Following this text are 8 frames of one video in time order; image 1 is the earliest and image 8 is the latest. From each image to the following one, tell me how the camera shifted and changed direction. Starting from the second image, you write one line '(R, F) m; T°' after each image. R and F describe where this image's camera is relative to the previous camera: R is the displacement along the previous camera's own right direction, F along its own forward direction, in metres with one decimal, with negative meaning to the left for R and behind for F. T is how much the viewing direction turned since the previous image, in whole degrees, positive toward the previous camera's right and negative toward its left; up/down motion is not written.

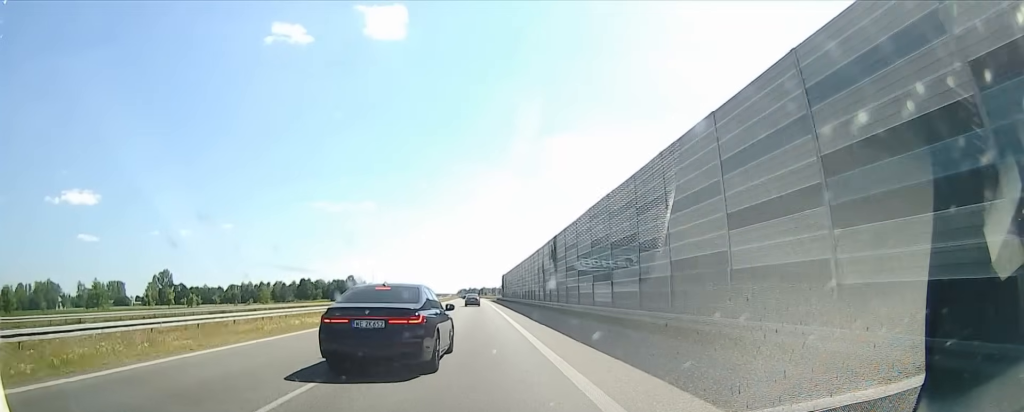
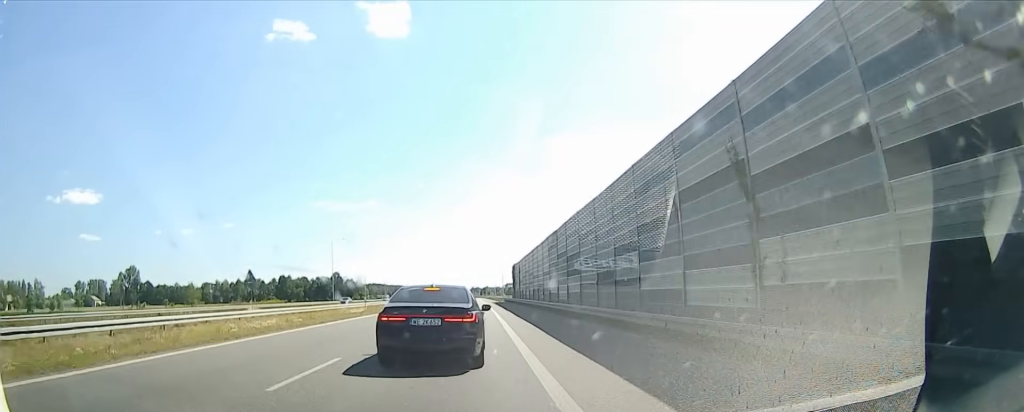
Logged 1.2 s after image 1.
(-0.4, +43.4) m; -3°
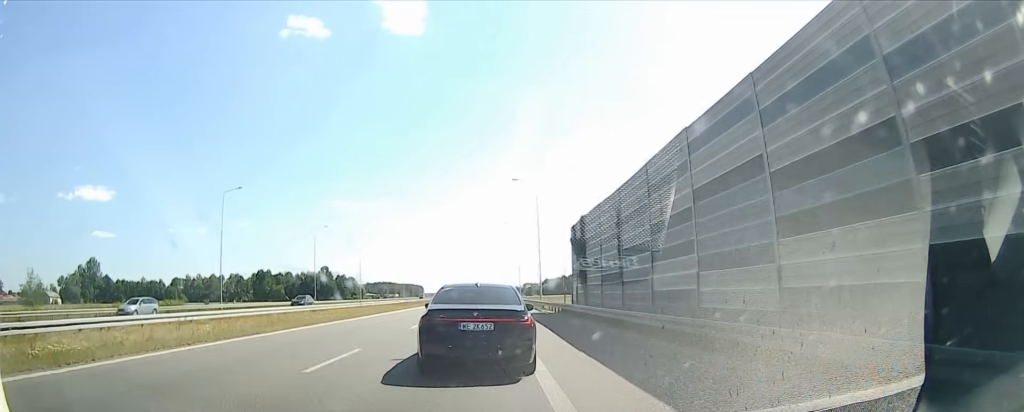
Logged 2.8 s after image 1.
(-1.9, +52.7) m; -1°
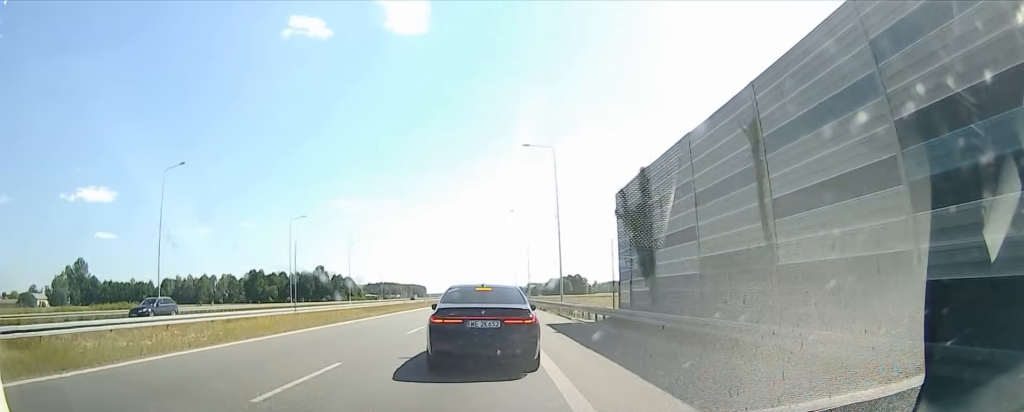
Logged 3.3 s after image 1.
(+0.2, +11.8) m; 0°
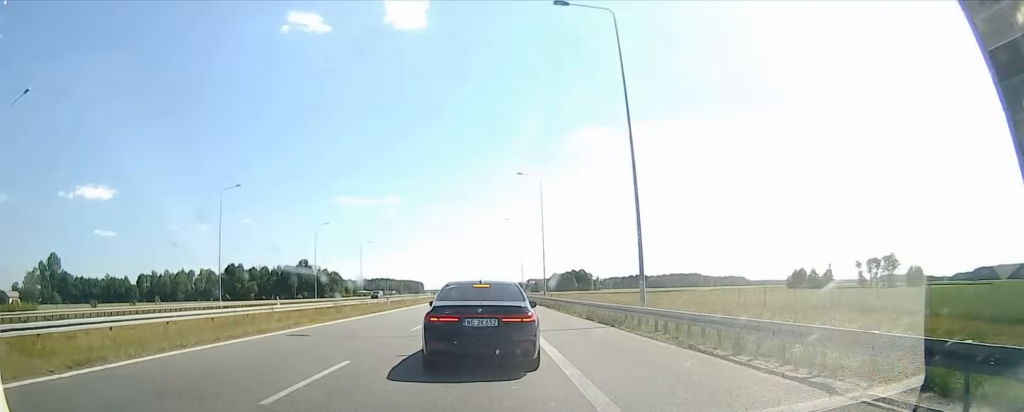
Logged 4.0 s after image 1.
(+0.2, +19.6) m; 0°
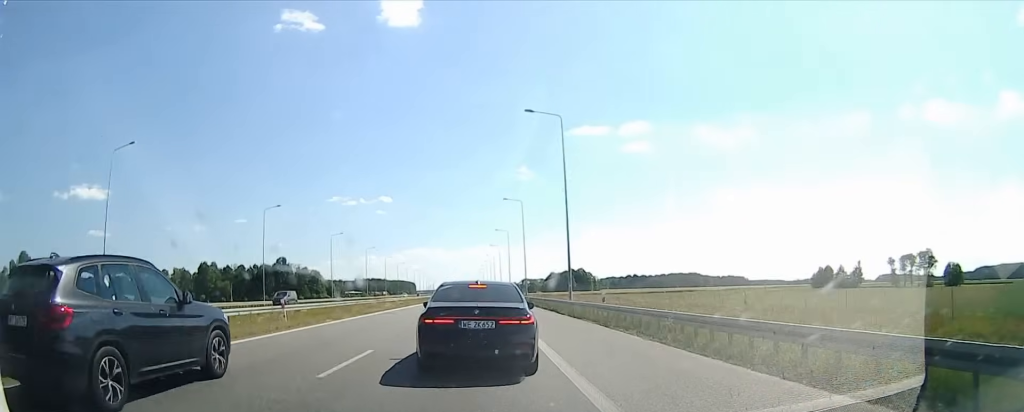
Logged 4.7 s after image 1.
(0.0, +17.8) m; -1°
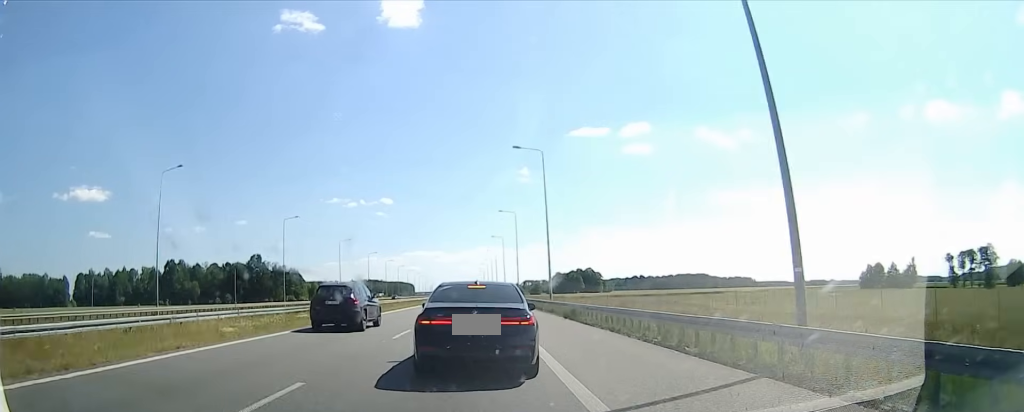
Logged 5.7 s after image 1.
(-0.5, +25.2) m; -1°
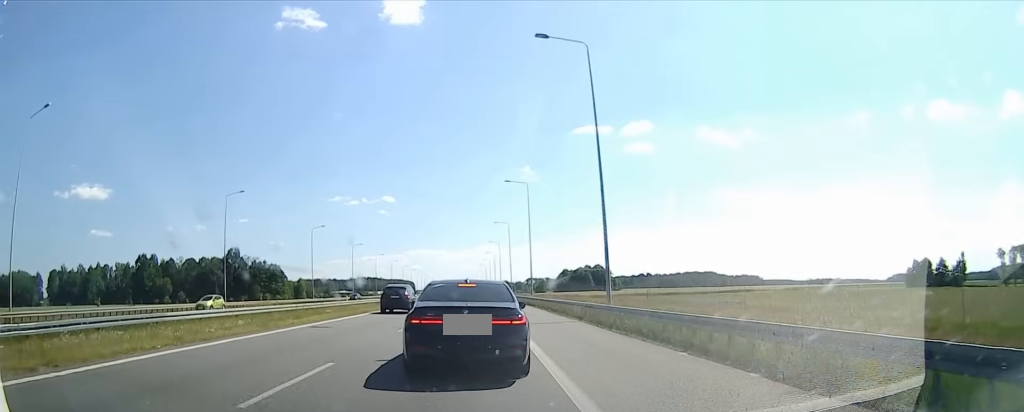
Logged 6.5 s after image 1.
(-0.1, +20.5) m; +1°
